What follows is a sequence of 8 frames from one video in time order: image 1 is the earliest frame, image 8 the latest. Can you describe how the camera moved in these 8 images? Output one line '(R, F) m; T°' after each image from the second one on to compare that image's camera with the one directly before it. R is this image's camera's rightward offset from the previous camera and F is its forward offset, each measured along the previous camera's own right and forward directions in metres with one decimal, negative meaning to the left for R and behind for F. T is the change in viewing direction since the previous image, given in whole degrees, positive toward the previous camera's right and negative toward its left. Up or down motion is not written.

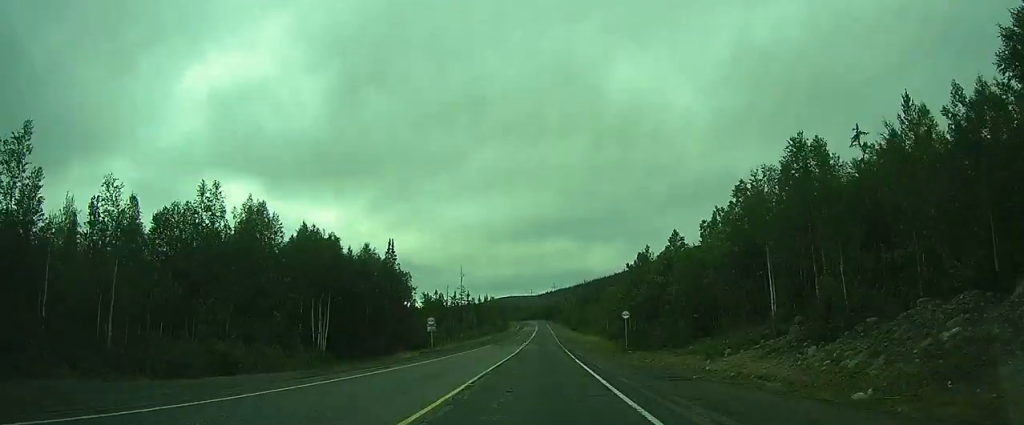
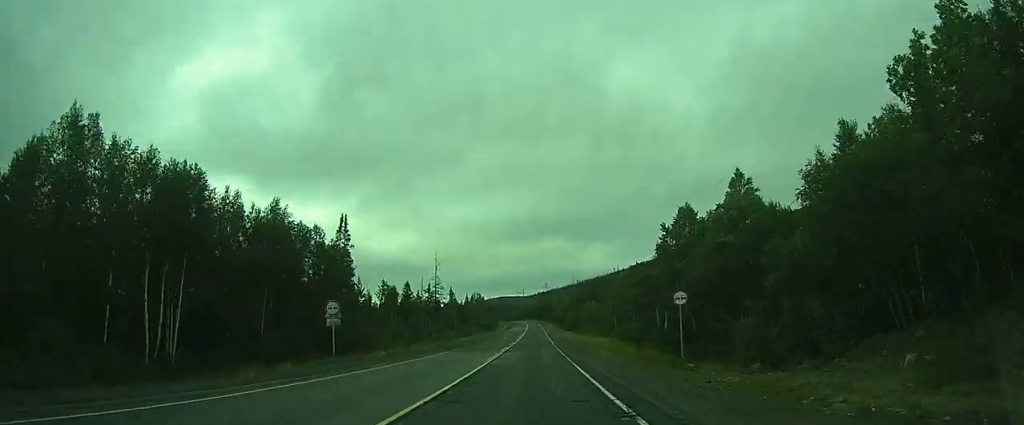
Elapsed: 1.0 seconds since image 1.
(+0.1, +22.2) m; +1°
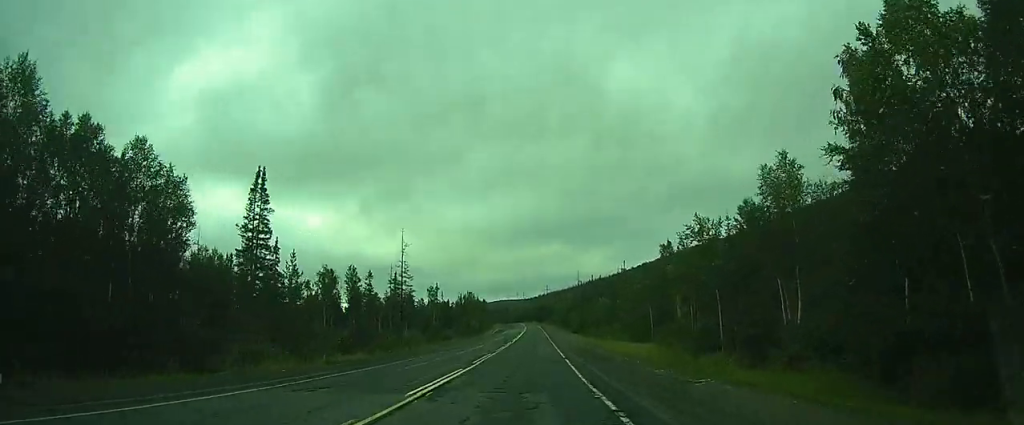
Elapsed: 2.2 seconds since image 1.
(+0.1, +26.6) m; 0°
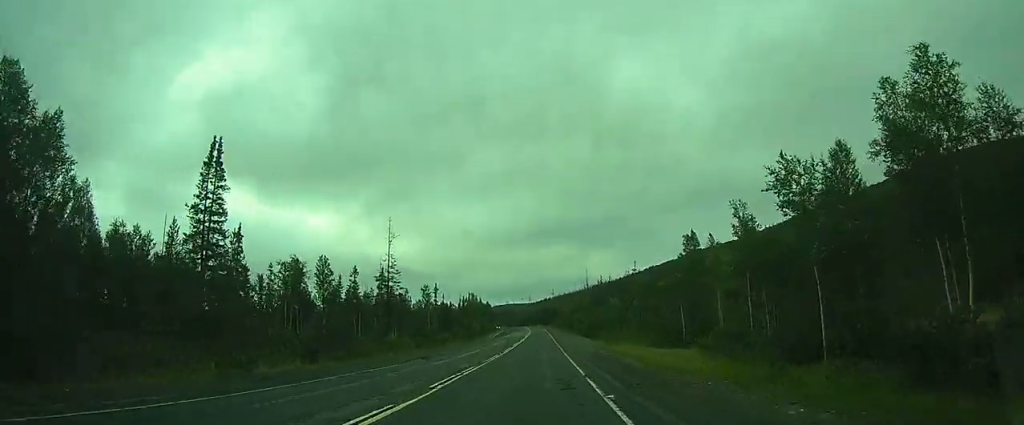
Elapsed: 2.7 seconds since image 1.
(-0.1, +10.3) m; 0°
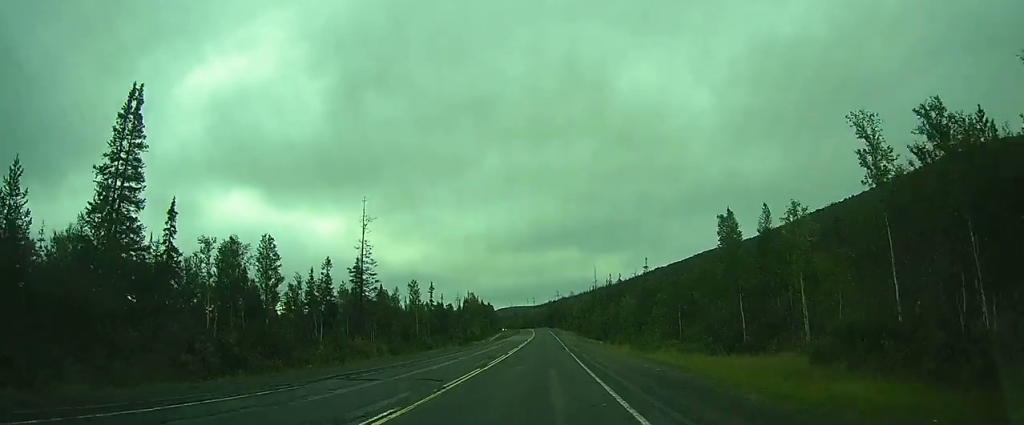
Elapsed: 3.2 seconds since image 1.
(0.0, +12.6) m; 0°
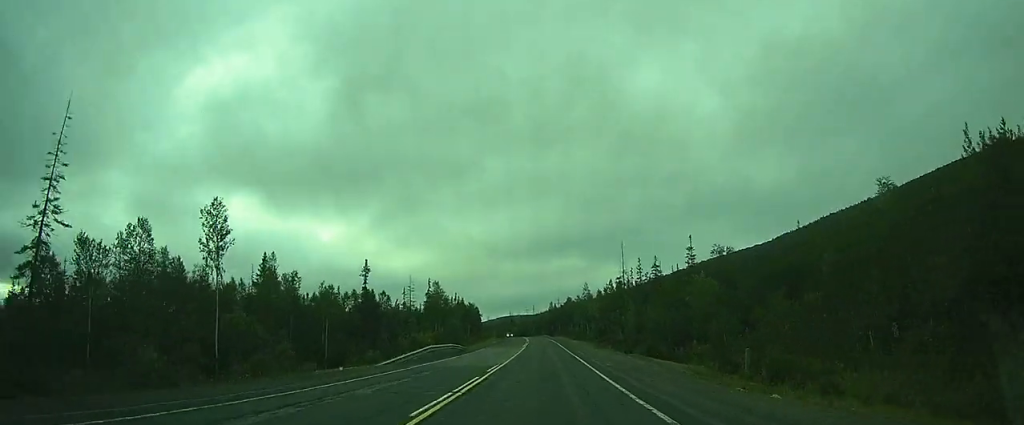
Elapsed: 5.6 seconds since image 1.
(-0.4, +53.9) m; 0°
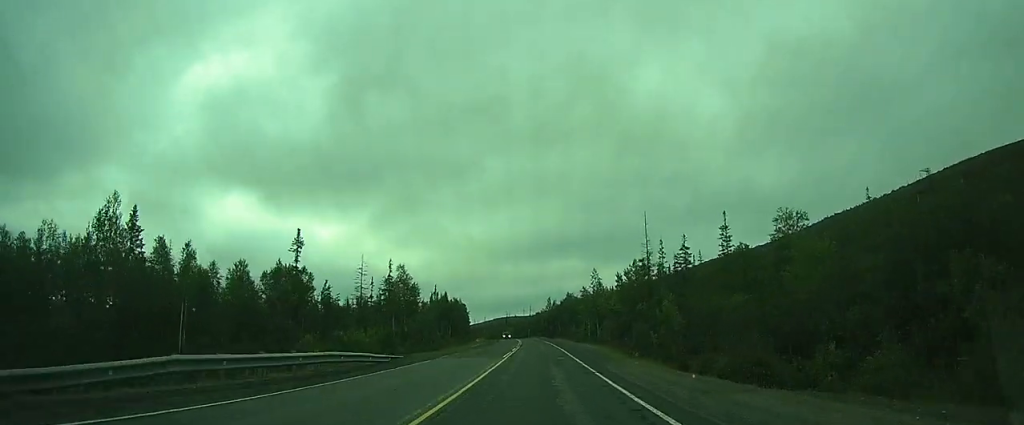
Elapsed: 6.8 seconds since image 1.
(+0.1, +25.9) m; 0°
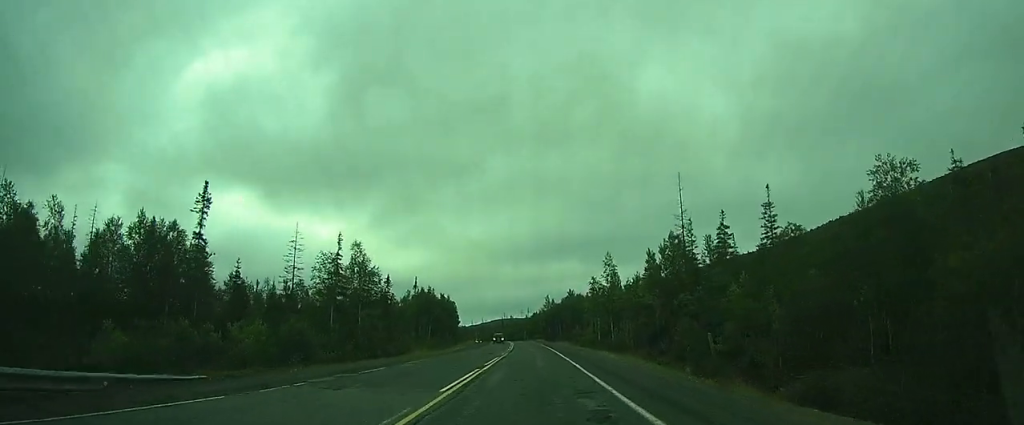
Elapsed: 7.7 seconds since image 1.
(0.0, +20.5) m; 0°
